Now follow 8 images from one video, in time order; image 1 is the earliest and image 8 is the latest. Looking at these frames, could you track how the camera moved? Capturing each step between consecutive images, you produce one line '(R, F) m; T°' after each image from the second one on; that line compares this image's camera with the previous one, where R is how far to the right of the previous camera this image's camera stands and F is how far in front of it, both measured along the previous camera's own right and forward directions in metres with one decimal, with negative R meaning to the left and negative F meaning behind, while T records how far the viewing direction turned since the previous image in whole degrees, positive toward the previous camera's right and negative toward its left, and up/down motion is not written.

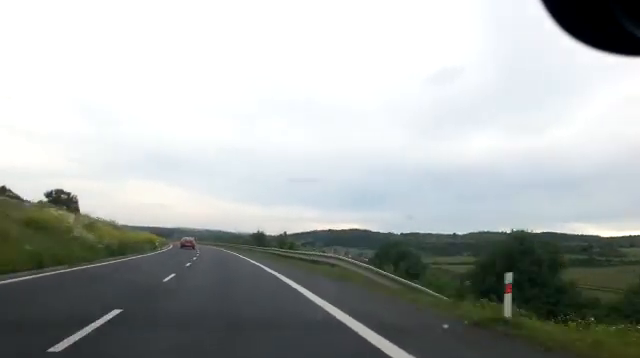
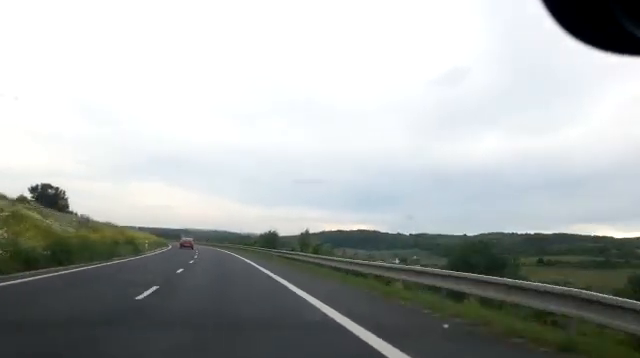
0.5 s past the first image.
(-0.2, +13.1) m; -1°
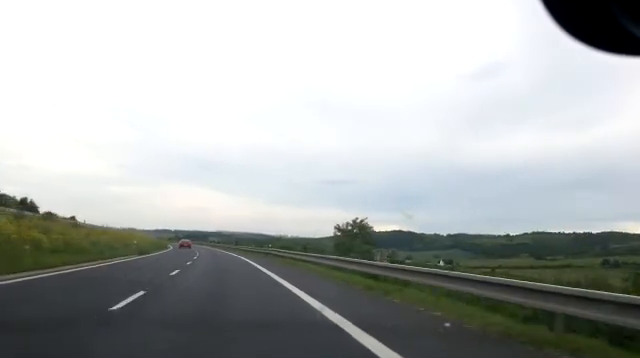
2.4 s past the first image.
(-1.4, +46.5) m; -3°
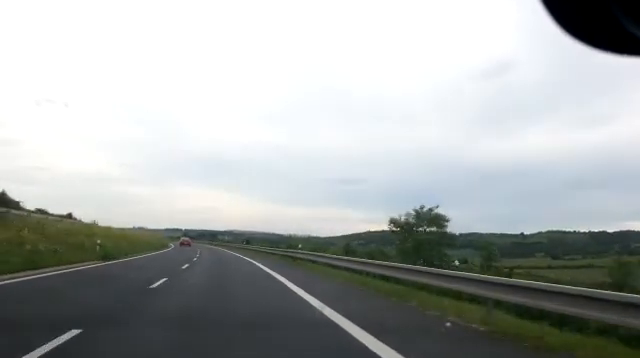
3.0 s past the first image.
(-0.1, +13.9) m; -1°
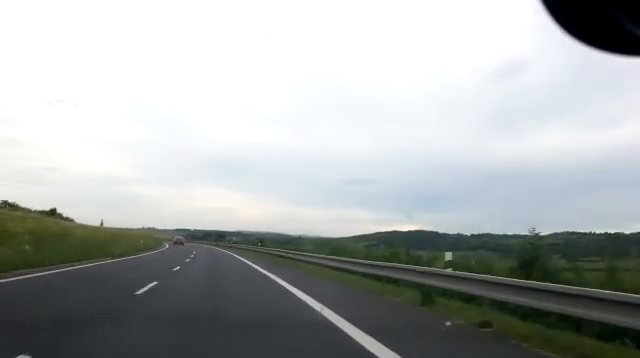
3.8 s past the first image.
(-0.1, +19.6) m; -2°
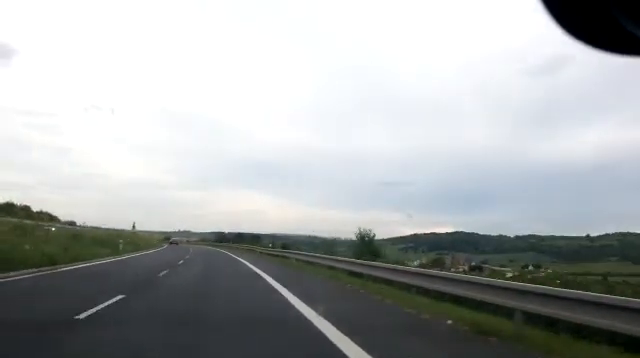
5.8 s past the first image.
(-1.2, +48.6) m; -2°
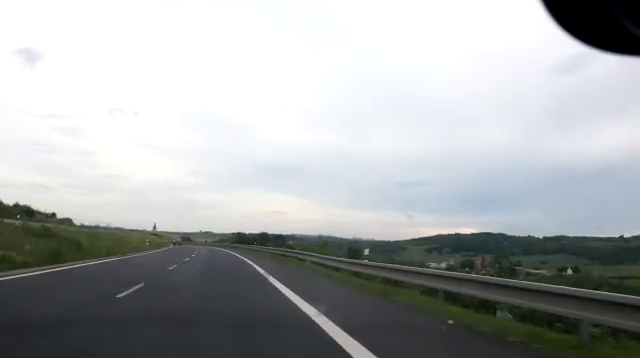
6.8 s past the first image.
(-0.4, +24.9) m; -3°
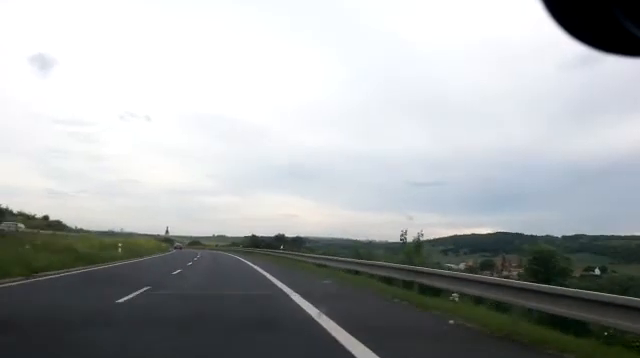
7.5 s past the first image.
(-0.6, +18.4) m; -1°
